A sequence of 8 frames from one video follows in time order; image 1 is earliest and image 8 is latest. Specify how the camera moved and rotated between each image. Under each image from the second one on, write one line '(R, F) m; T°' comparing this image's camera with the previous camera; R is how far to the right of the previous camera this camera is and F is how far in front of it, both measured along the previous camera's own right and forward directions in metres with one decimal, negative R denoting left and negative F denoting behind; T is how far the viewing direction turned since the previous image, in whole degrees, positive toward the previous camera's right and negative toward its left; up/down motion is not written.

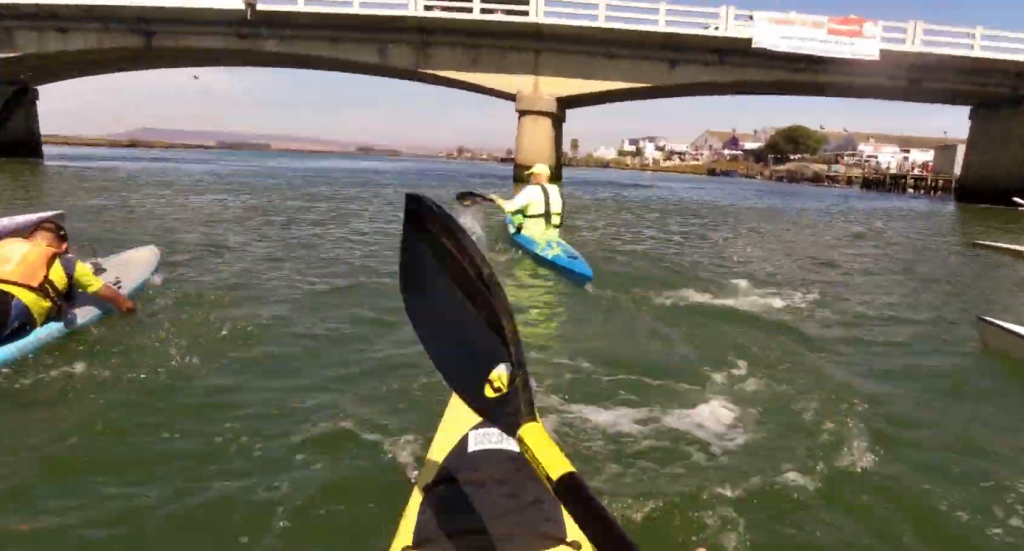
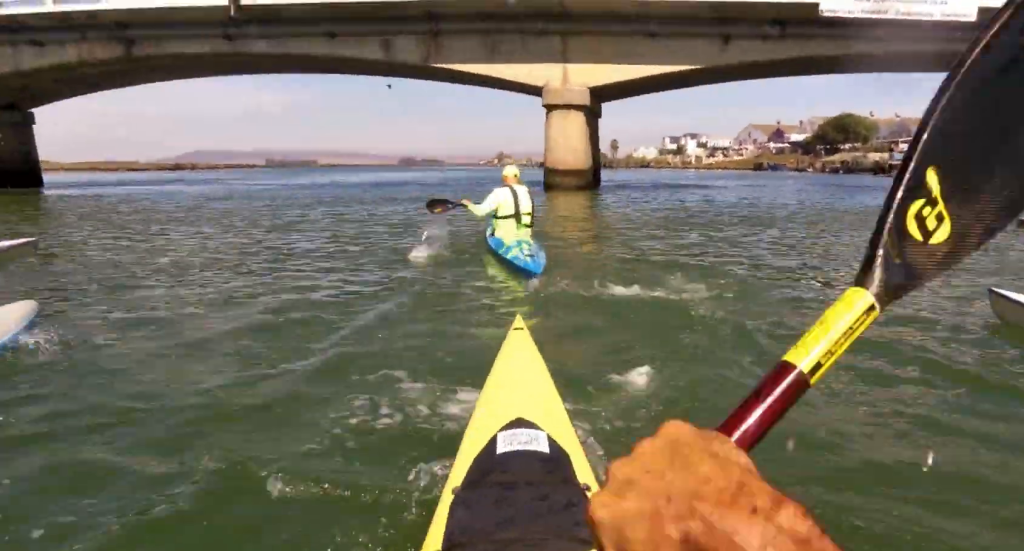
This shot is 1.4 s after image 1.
(-1.3, +5.7) m; -2°
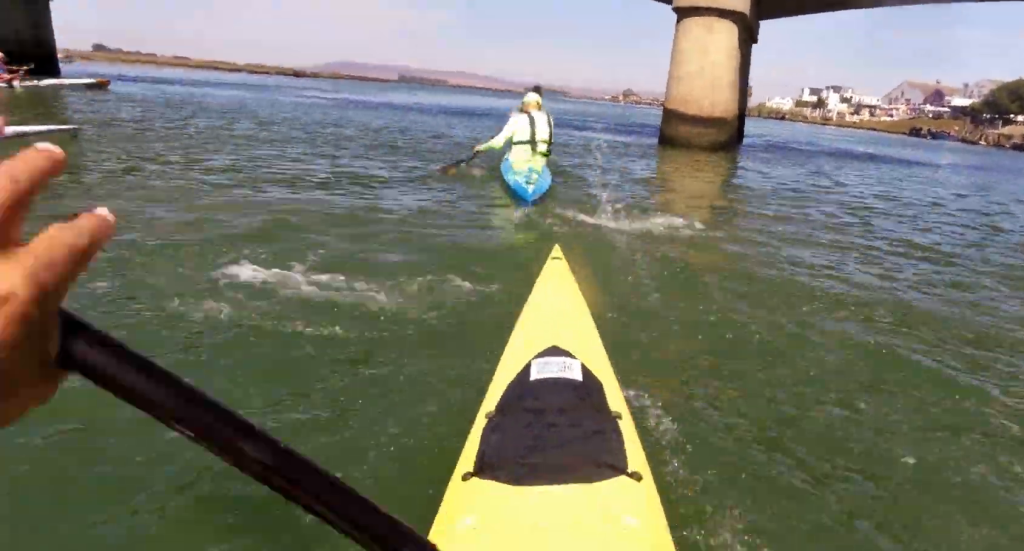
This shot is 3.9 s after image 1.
(+1.2, +10.0) m; +4°
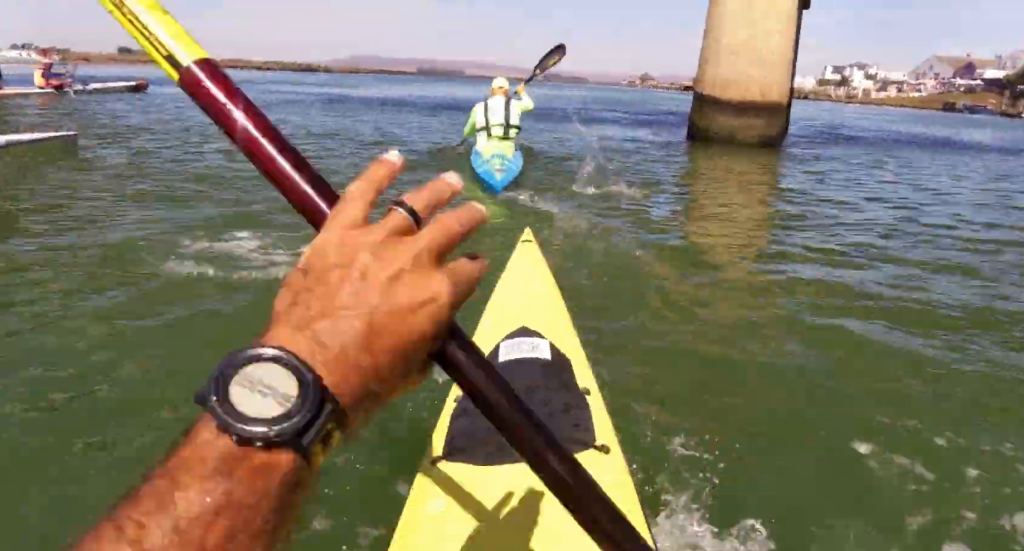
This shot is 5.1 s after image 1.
(-0.4, +4.4) m; -3°
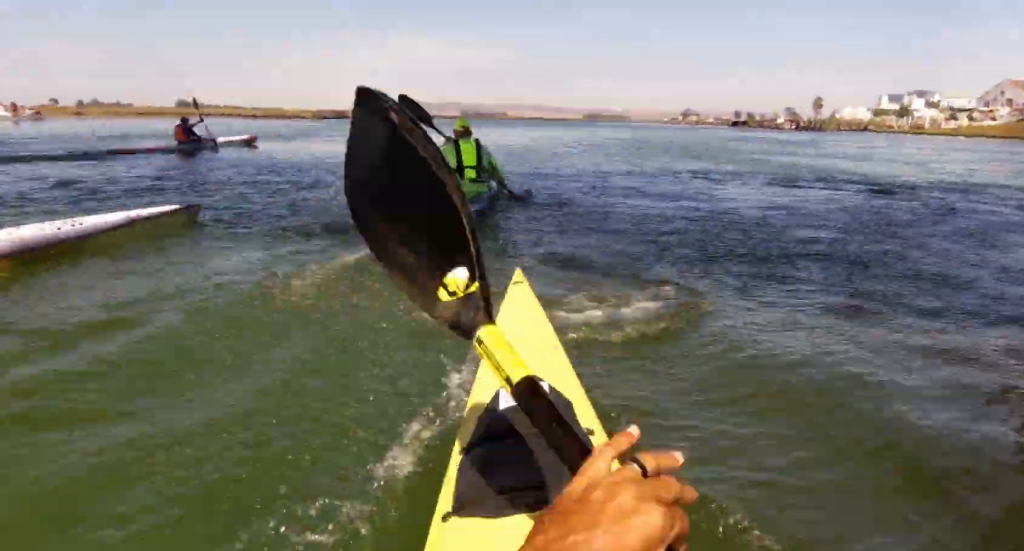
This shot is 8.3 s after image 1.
(-0.9, +12.3) m; -11°
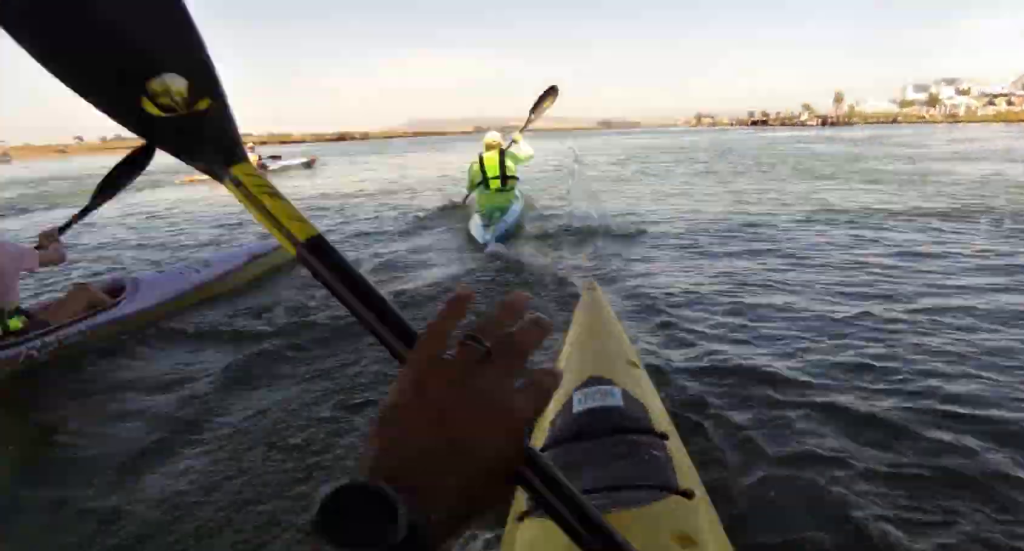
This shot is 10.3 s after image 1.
(-0.6, +7.1) m; -1°
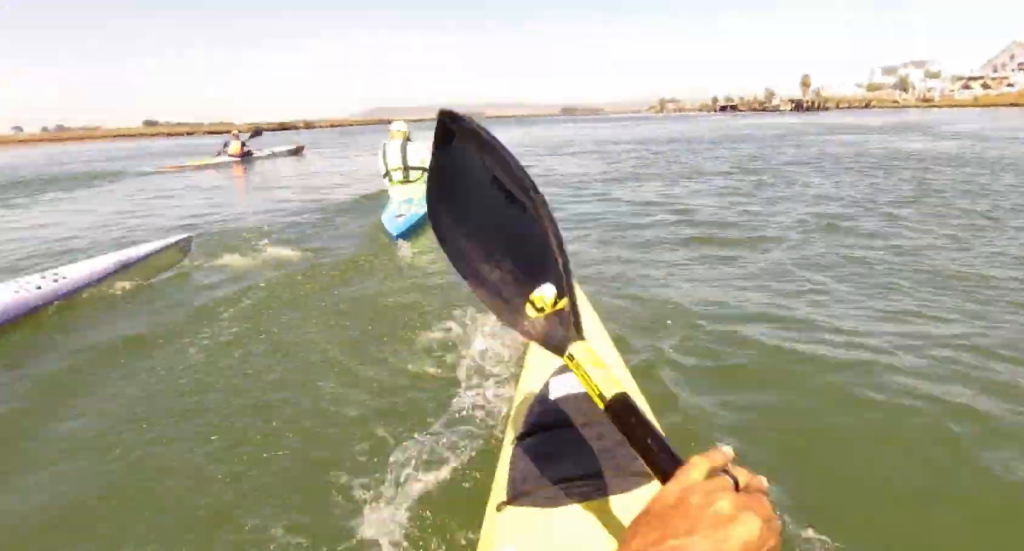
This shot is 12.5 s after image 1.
(+0.7, +7.7) m; +8°
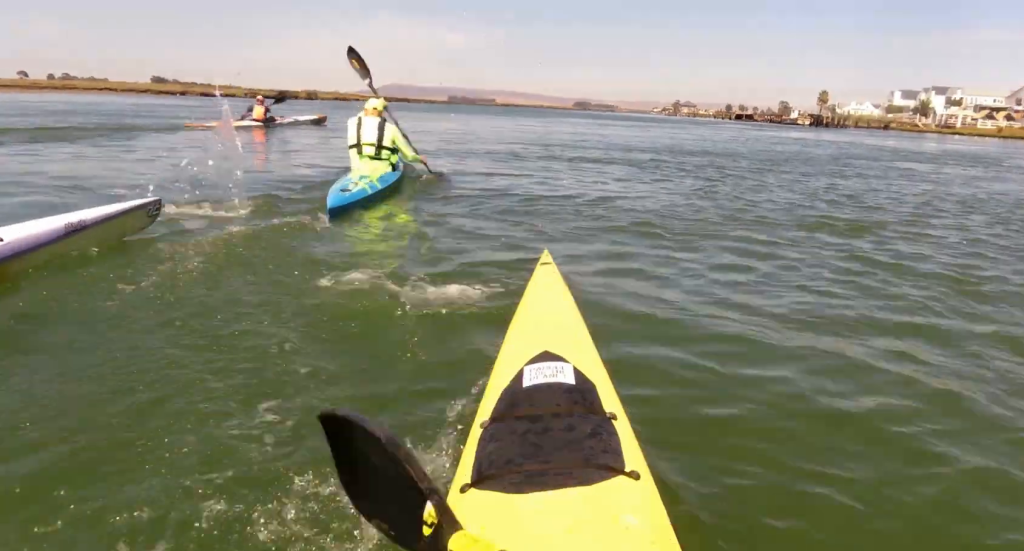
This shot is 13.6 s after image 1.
(+0.9, +3.9) m; -1°
